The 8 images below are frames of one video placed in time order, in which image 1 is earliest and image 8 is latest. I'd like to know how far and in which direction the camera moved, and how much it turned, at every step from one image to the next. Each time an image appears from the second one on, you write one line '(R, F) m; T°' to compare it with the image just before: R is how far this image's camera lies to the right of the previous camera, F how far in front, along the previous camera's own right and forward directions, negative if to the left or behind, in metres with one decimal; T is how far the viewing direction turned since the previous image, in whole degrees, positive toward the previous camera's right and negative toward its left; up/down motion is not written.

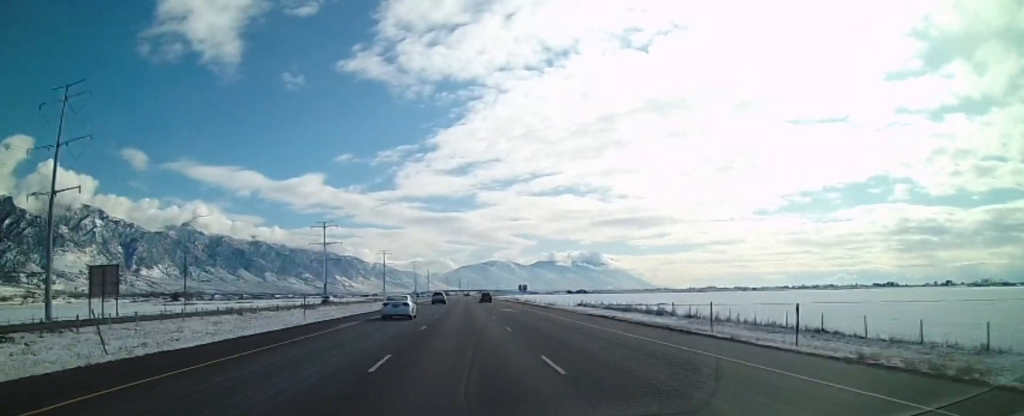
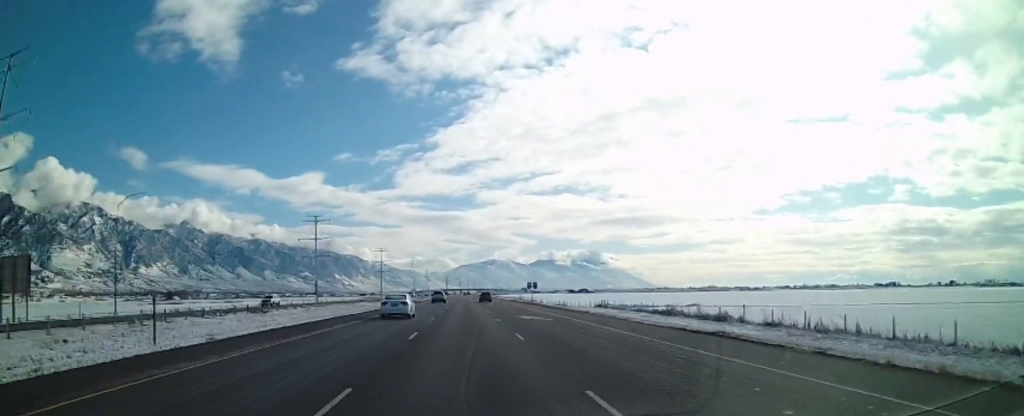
(-0.2, +17.4) m; 0°
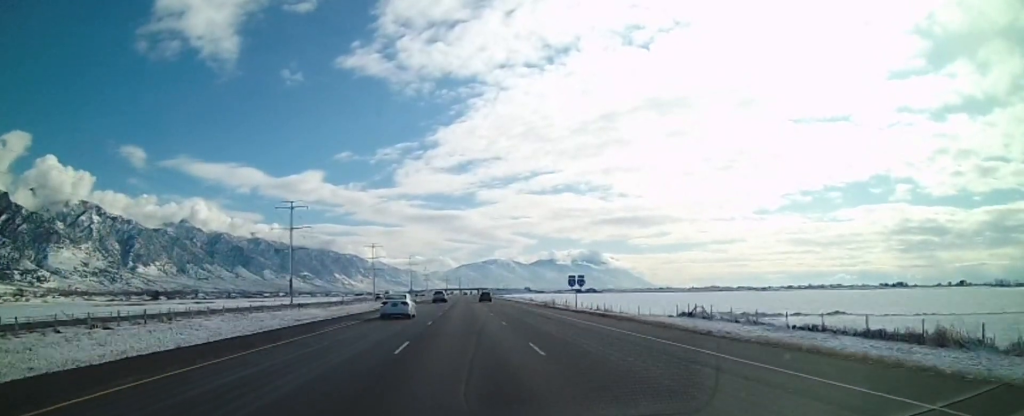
(+0.5, +41.1) m; 0°
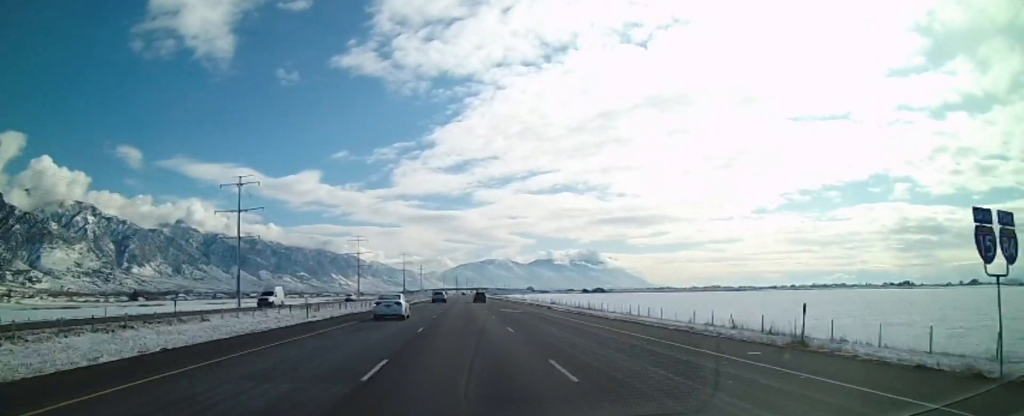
(-0.5, +53.5) m; 0°
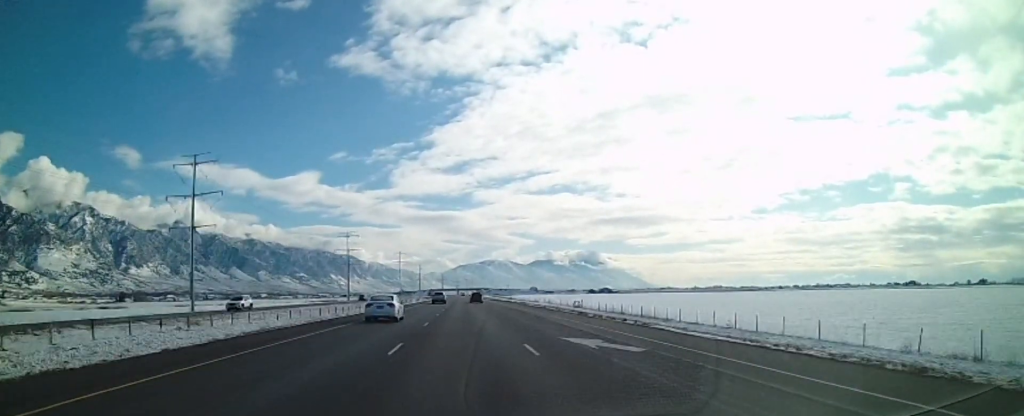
(+0.1, +32.4) m; 0°
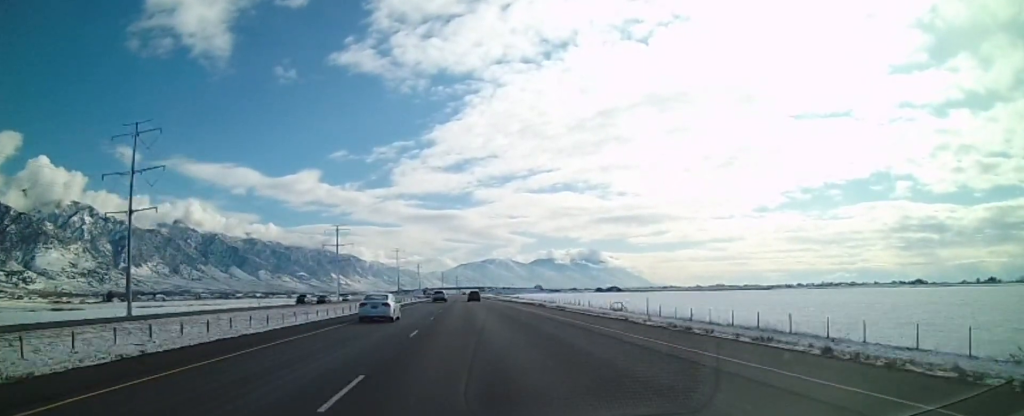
(-0.2, +31.2) m; 0°
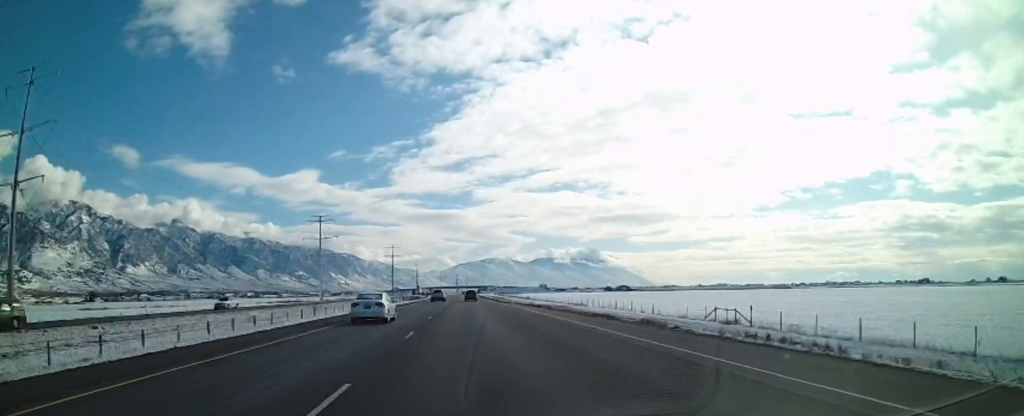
(+0.2, +37.6) m; 0°
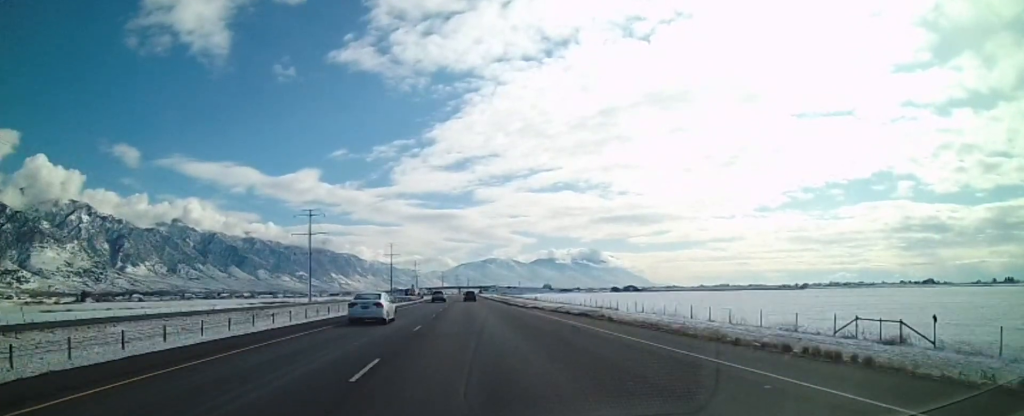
(-0.3, +21.2) m; 0°
